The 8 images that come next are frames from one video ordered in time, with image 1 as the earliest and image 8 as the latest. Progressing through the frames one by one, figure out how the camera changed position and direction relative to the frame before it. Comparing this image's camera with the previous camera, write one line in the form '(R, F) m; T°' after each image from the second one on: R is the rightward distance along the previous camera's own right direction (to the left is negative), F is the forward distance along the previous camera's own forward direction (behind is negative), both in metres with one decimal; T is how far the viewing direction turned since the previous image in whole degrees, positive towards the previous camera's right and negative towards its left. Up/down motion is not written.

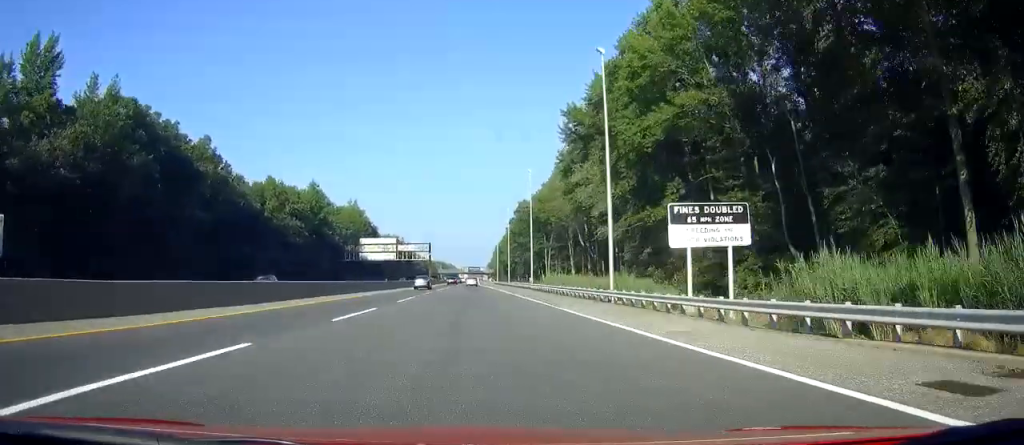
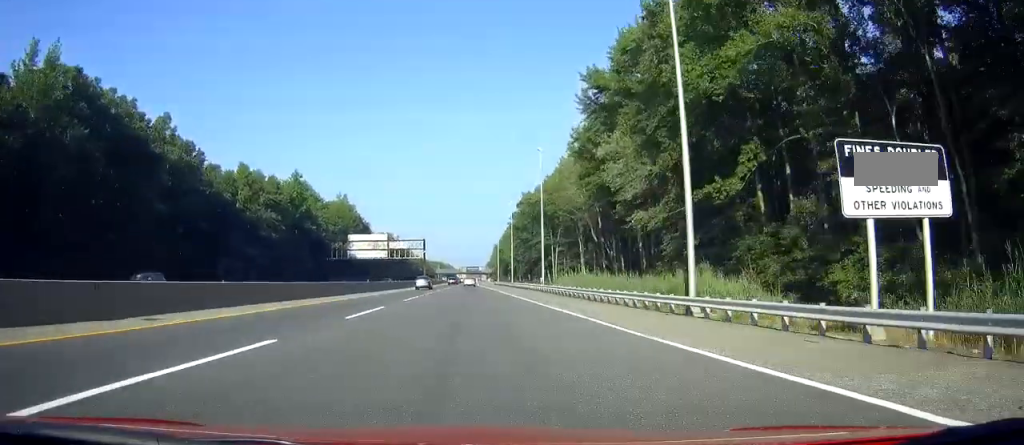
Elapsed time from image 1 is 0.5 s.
(0.0, +14.1) m; 0°
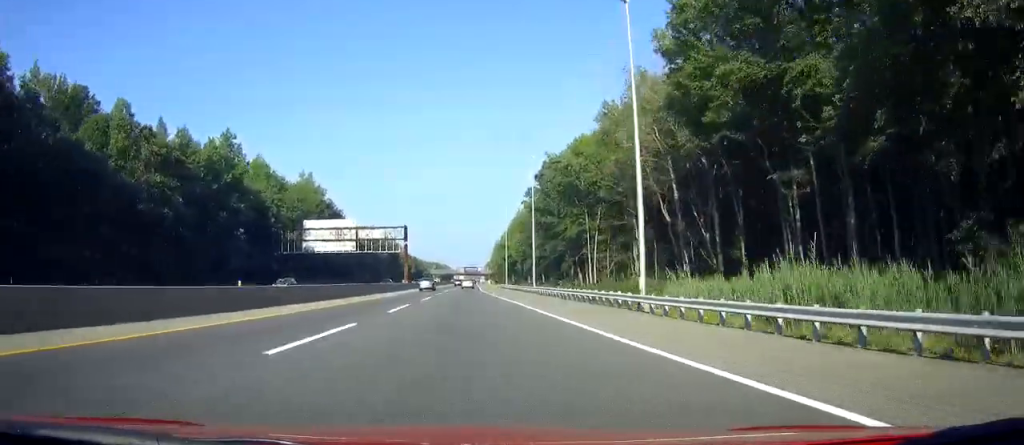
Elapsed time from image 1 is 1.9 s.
(+0.4, +40.0) m; +1°
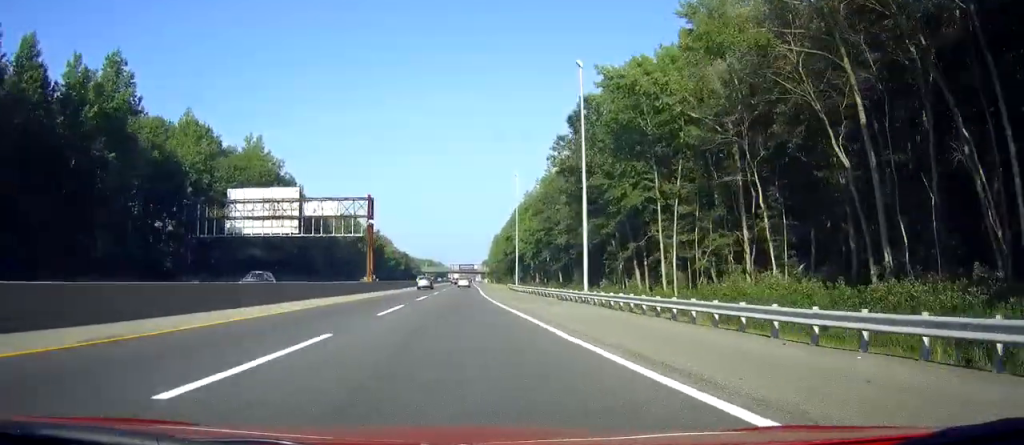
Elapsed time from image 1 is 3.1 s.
(0.0, +34.8) m; 0°
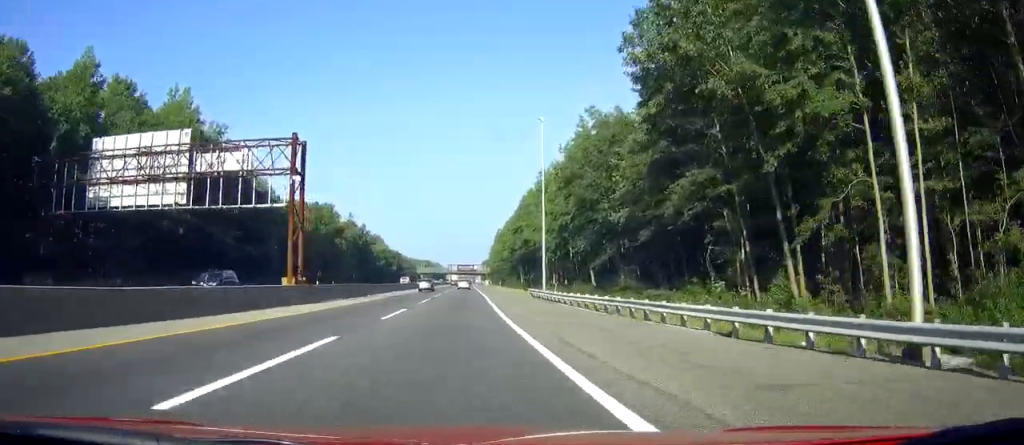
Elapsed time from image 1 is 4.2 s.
(+0.2, +31.2) m; +1°
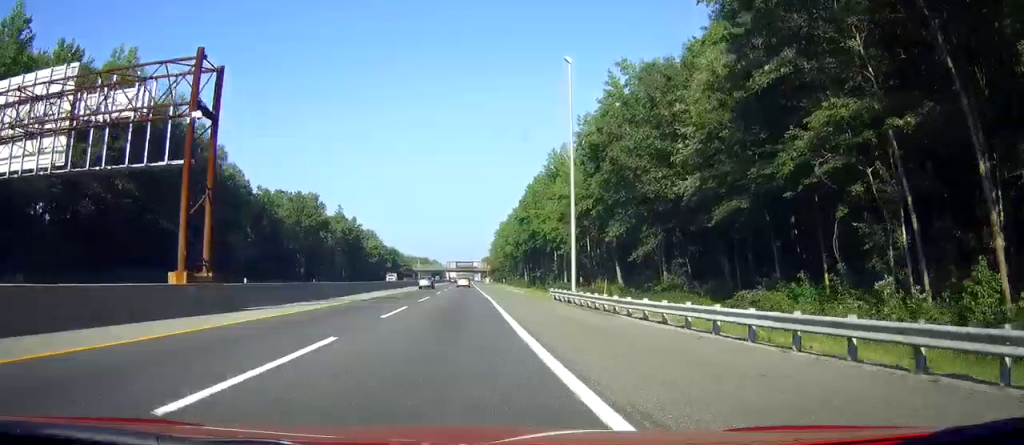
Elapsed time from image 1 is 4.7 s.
(0.0, +15.7) m; 0°
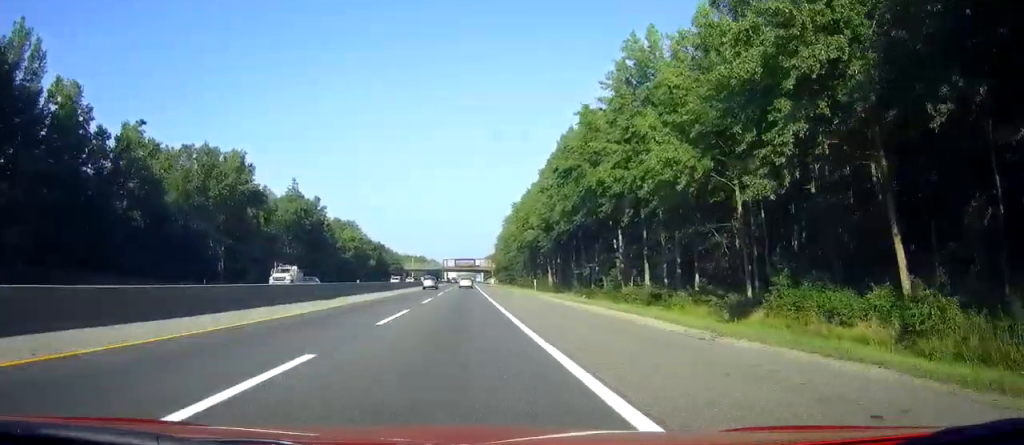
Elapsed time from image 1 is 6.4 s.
(+0.1, +49.4) m; 0°
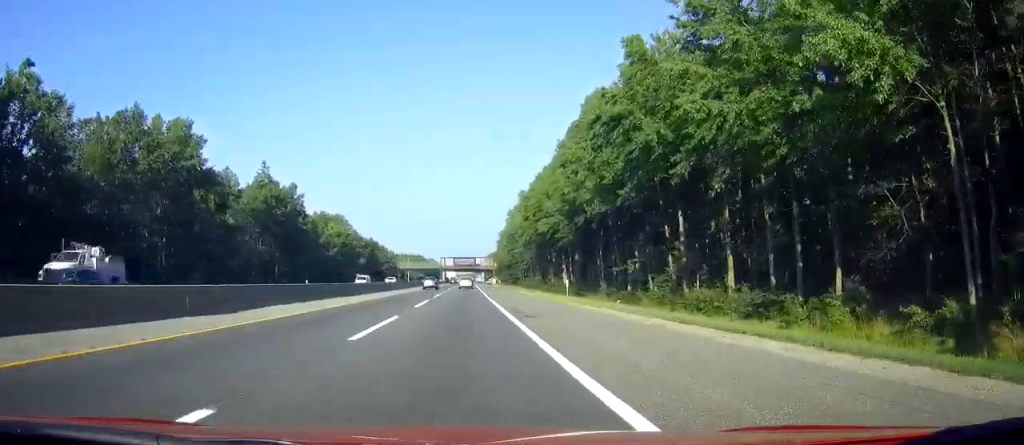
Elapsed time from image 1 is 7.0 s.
(-0.1, +19.8) m; 0°
